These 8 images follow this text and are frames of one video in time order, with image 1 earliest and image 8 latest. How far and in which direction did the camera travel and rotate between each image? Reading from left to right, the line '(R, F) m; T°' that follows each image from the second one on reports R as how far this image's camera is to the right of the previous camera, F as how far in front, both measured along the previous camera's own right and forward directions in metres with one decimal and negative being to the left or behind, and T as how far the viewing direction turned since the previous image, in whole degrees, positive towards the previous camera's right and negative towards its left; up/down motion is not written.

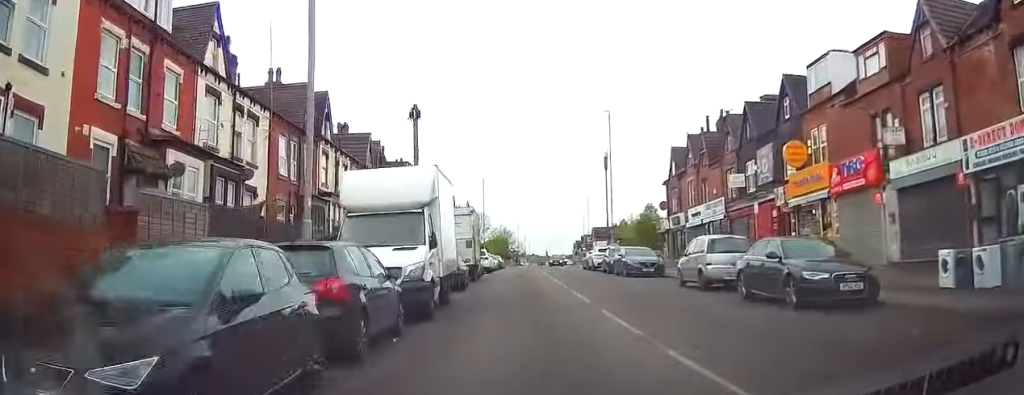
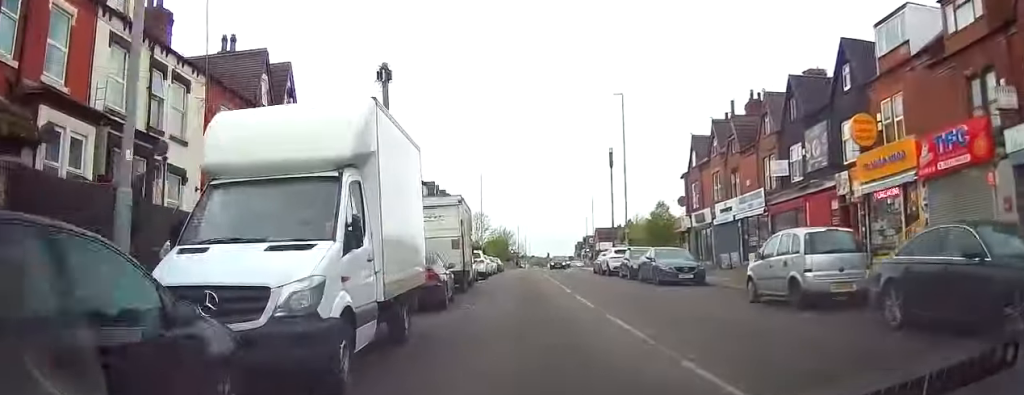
(-0.1, +6.9) m; -1°
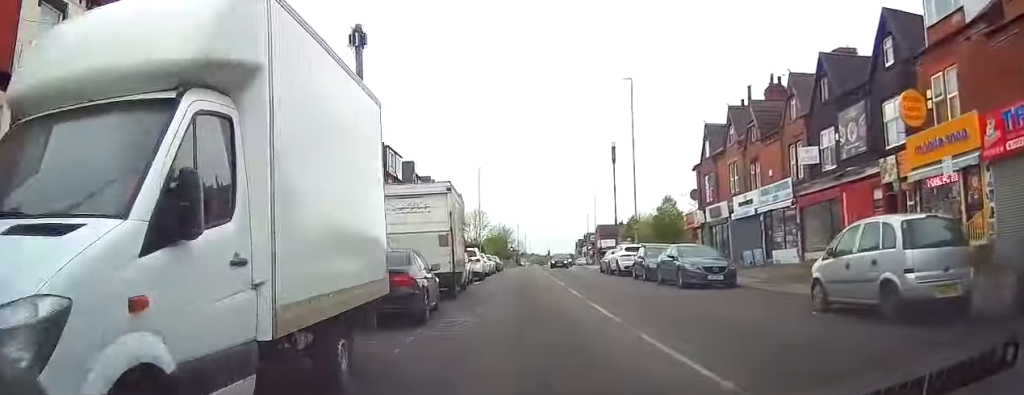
(0.0, +3.8) m; 0°
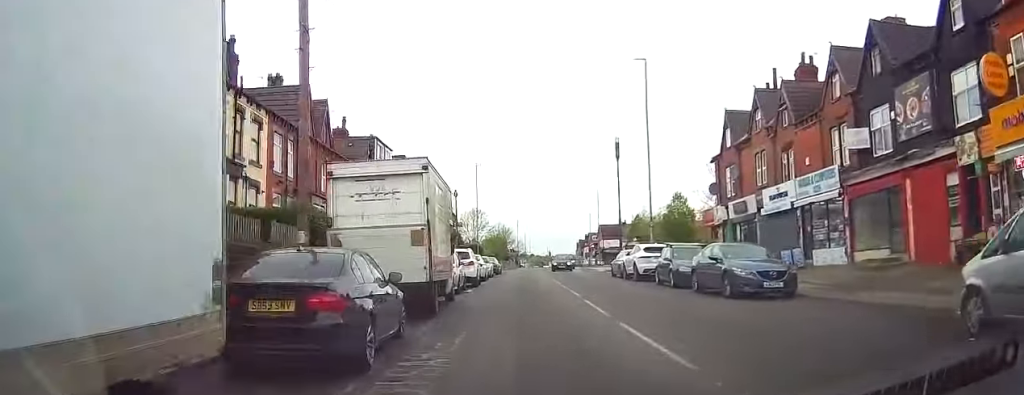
(0.0, +5.0) m; 0°
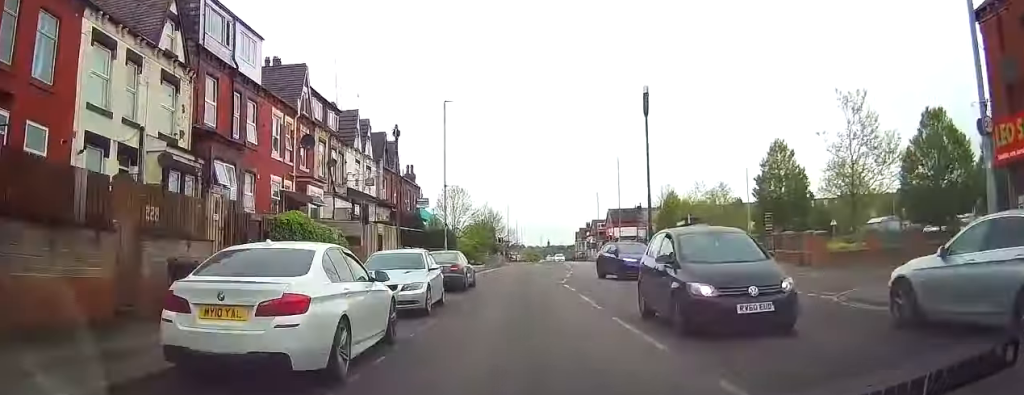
(-0.1, +29.5) m; 0°
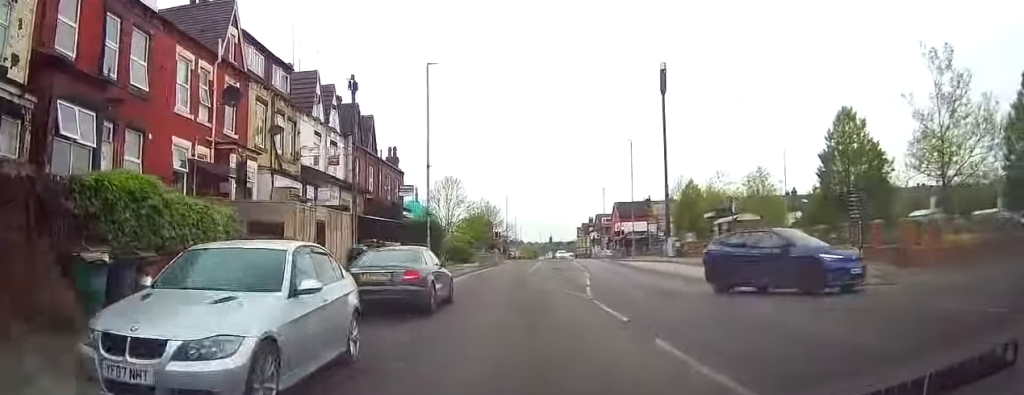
(+0.3, +9.6) m; +1°
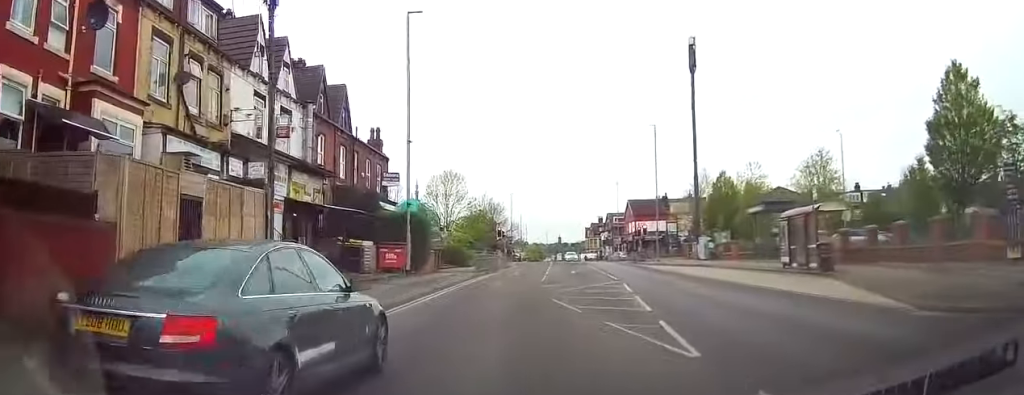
(-0.1, +9.8) m; -1°
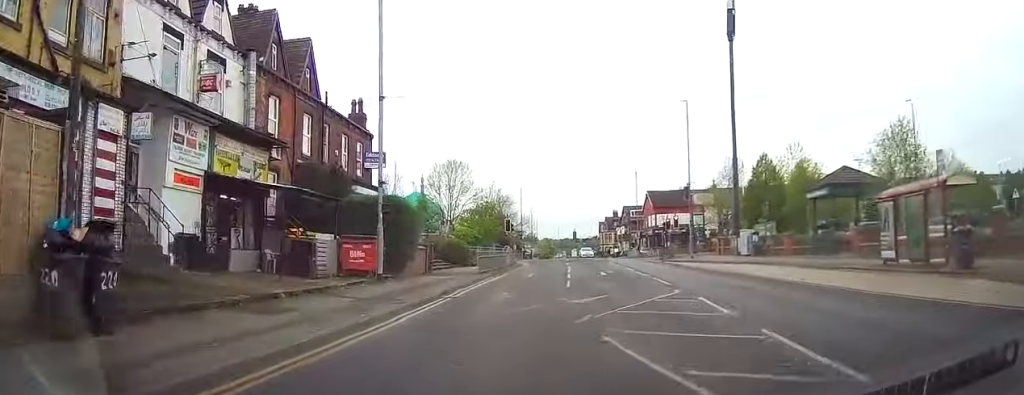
(0.0, +8.9) m; -3°
